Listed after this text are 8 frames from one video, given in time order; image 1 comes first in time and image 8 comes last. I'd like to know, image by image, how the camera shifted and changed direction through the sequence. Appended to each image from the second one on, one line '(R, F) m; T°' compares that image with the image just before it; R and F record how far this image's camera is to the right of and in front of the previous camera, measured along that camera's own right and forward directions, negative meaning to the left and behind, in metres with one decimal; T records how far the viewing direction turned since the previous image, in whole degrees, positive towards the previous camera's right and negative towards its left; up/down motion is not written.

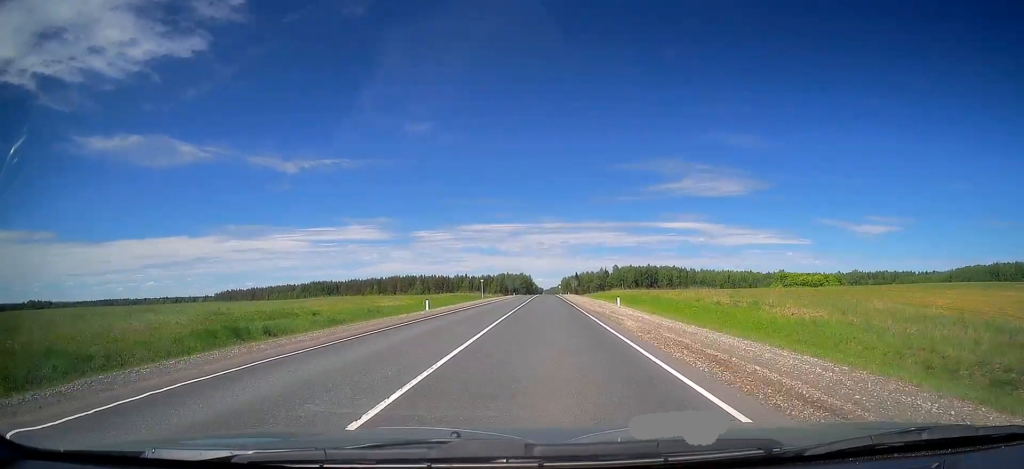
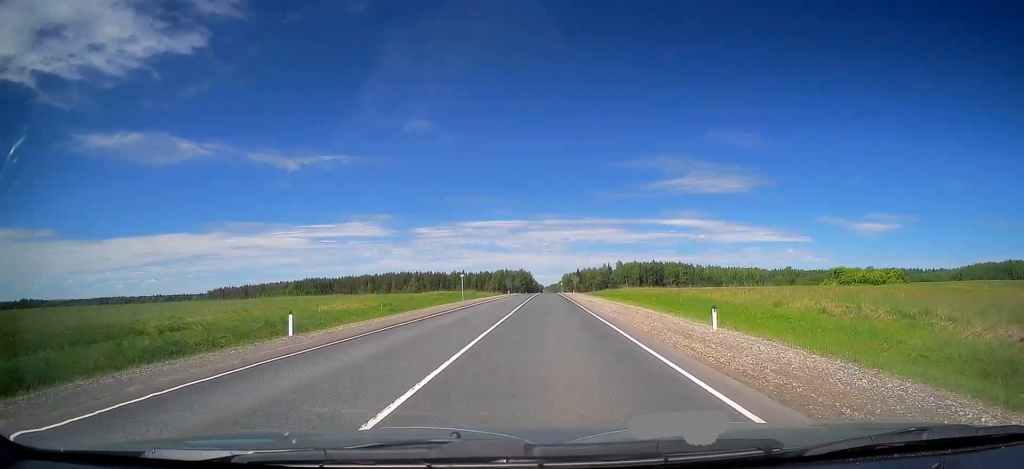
(0.0, +20.6) m; 0°
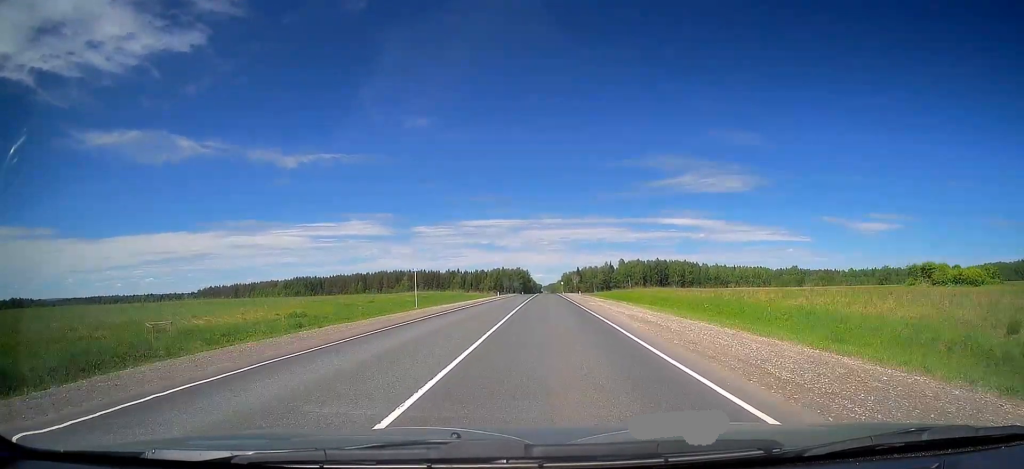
(0.0, +22.7) m; 0°
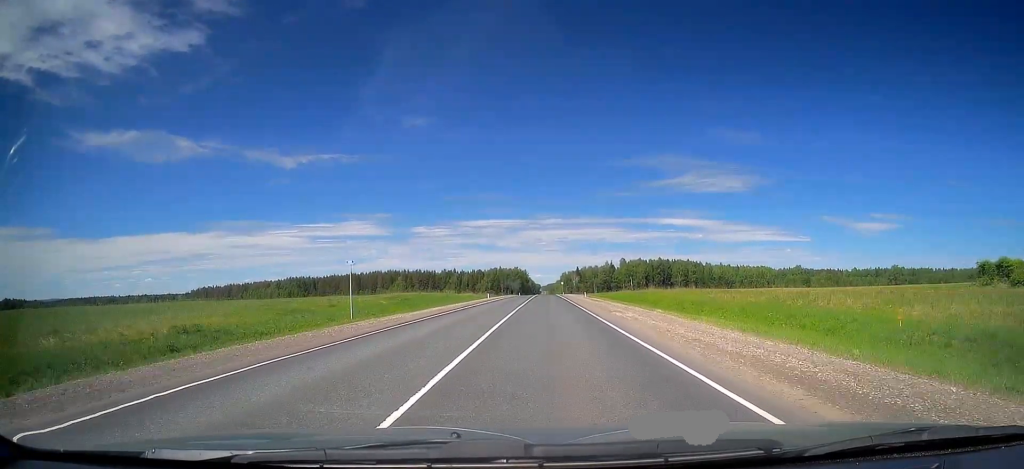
(-0.1, +13.9) m; 0°
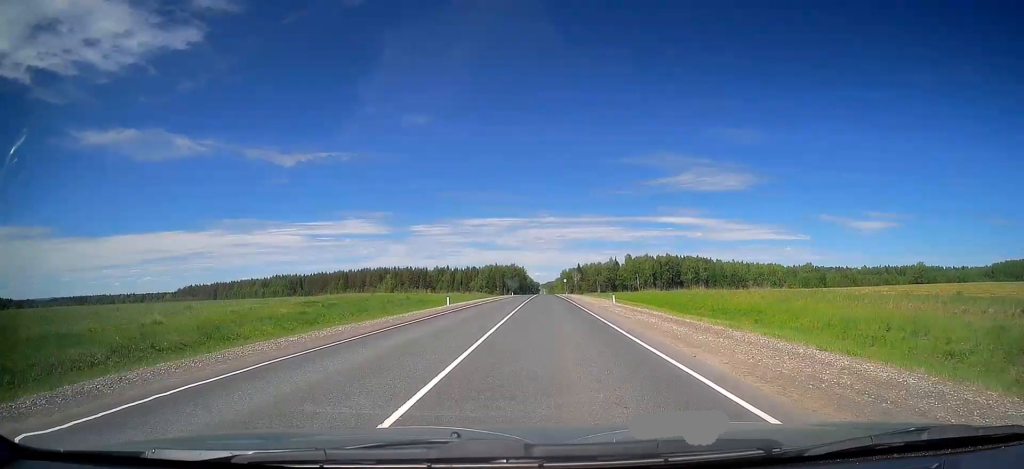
(+0.2, +31.2) m; 0°
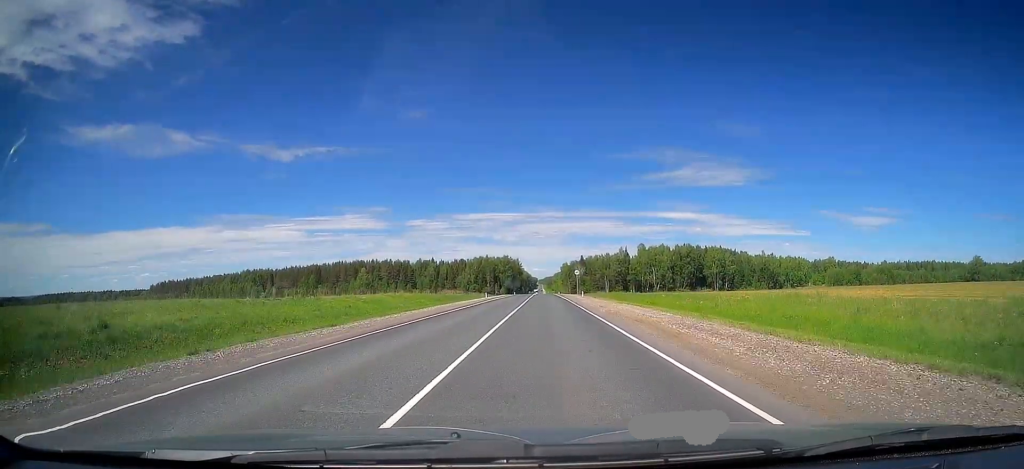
(0.0, +60.1) m; 0°
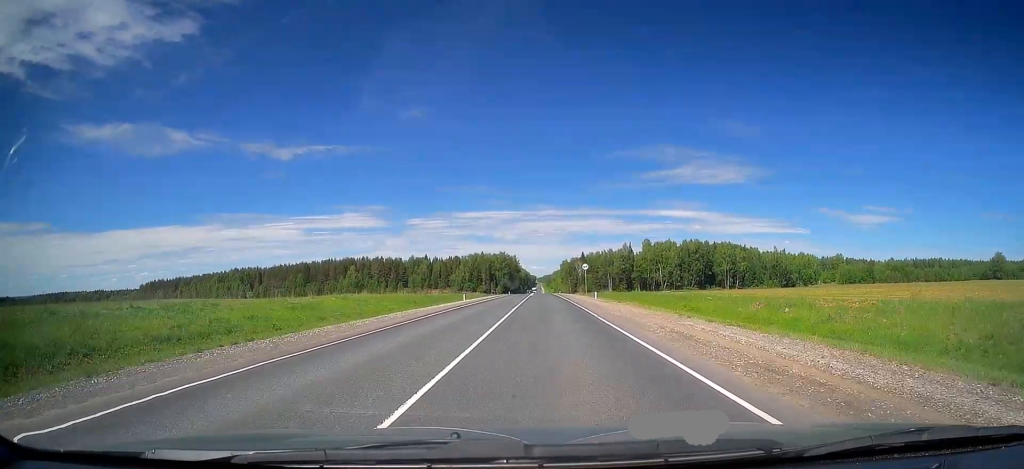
(-0.1, +21.7) m; 0°
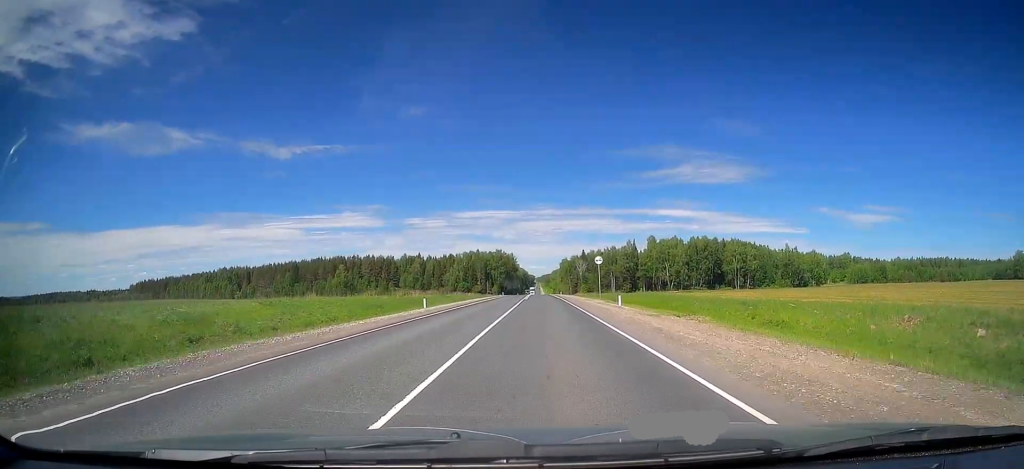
(0.0, +18.4) m; 0°
